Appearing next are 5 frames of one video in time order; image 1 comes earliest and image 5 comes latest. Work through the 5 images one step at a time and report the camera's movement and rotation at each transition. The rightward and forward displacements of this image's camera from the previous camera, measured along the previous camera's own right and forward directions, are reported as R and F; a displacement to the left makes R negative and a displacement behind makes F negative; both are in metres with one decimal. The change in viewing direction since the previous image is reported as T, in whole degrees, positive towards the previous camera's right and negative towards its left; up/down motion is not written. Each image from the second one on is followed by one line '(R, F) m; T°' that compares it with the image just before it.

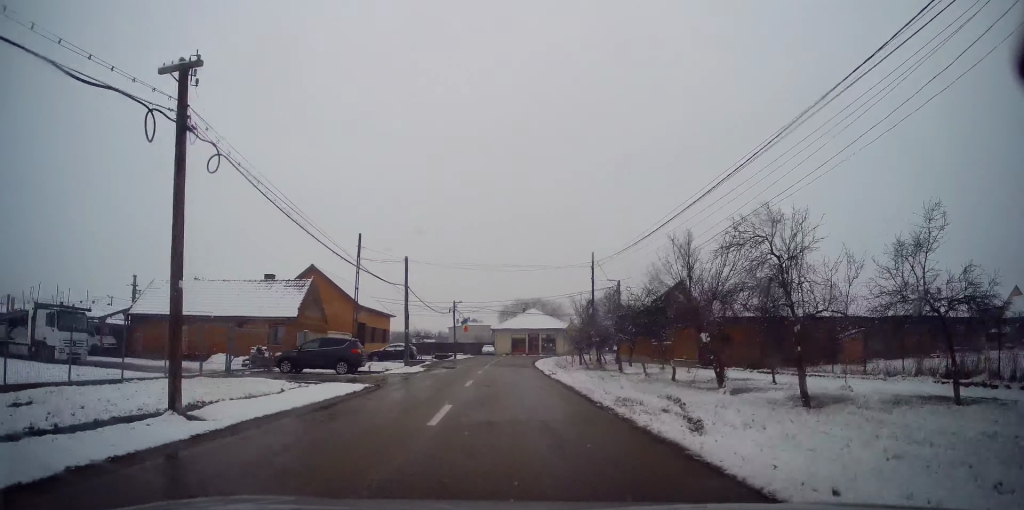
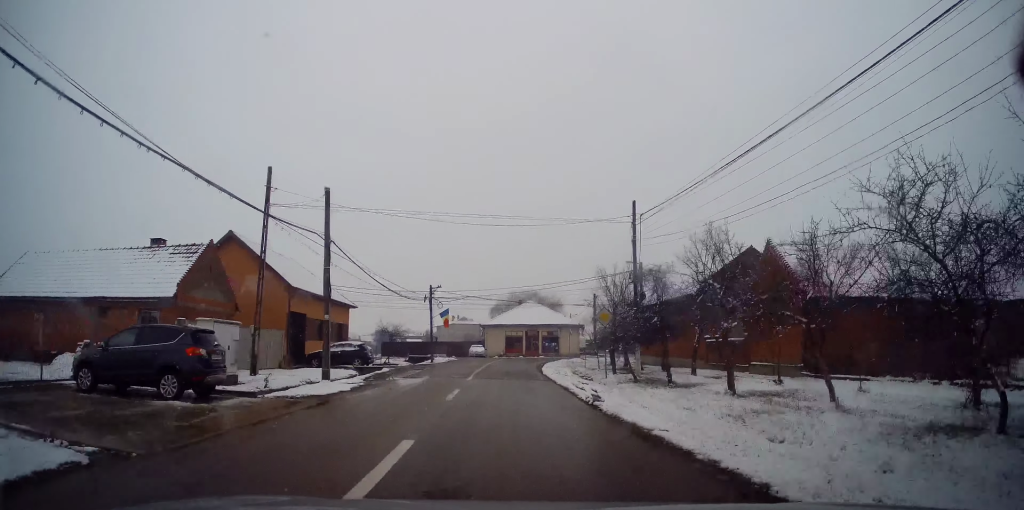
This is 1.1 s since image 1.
(0.0, +13.0) m; 0°
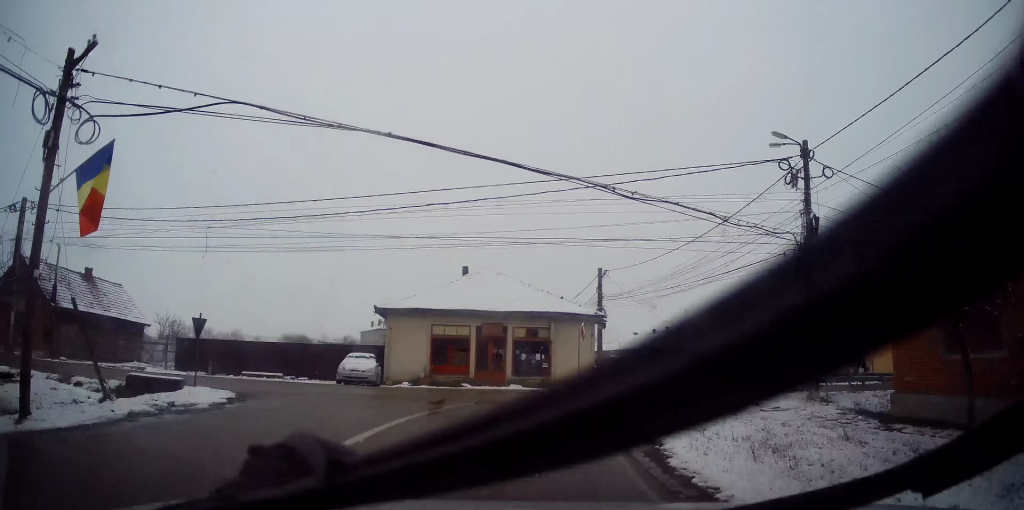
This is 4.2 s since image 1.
(+1.9, +32.8) m; +9°
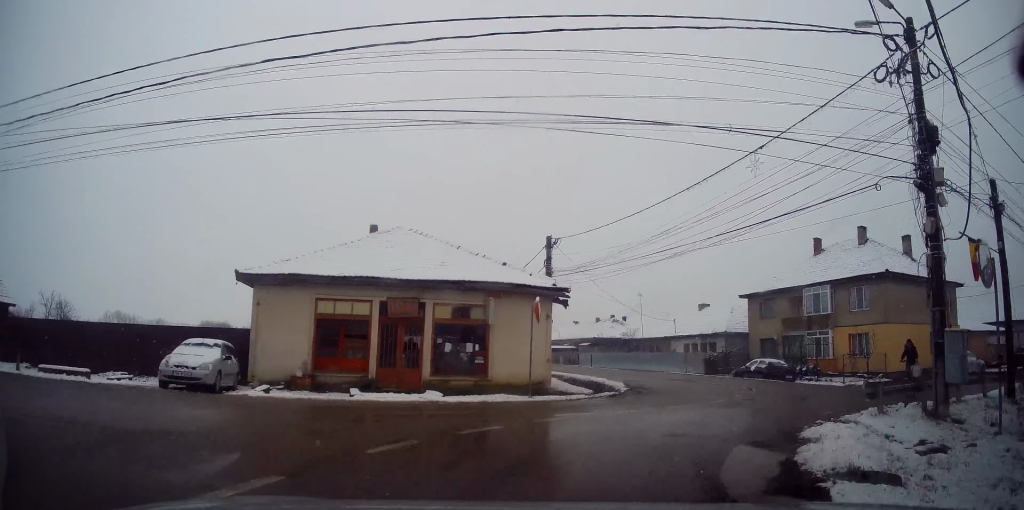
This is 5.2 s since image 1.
(+0.2, +8.5) m; +9°
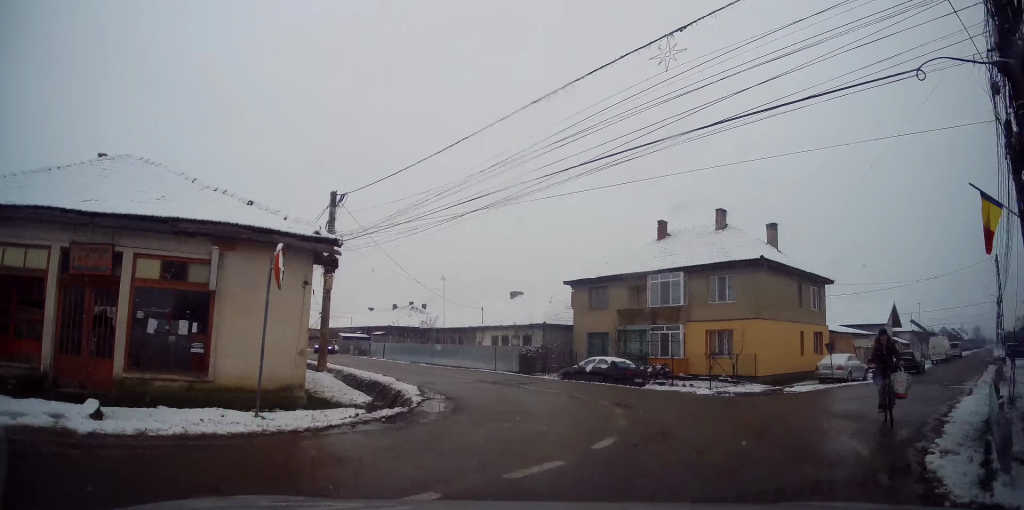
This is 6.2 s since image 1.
(+1.3, +7.4) m; +21°
